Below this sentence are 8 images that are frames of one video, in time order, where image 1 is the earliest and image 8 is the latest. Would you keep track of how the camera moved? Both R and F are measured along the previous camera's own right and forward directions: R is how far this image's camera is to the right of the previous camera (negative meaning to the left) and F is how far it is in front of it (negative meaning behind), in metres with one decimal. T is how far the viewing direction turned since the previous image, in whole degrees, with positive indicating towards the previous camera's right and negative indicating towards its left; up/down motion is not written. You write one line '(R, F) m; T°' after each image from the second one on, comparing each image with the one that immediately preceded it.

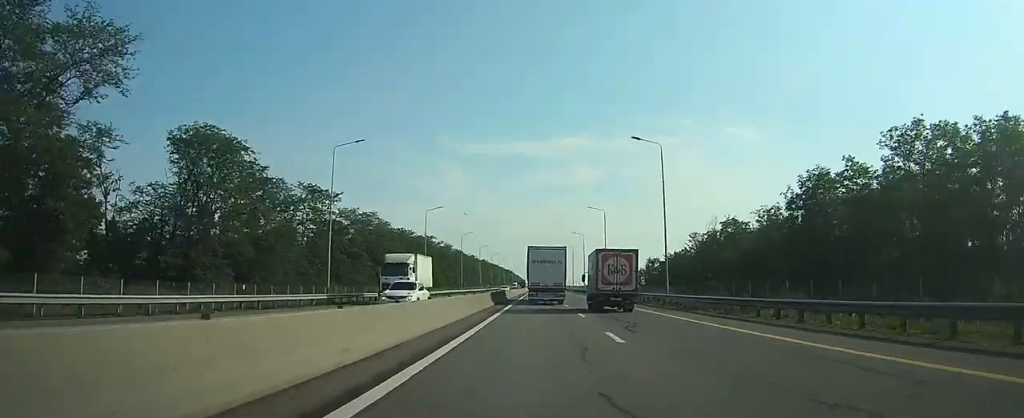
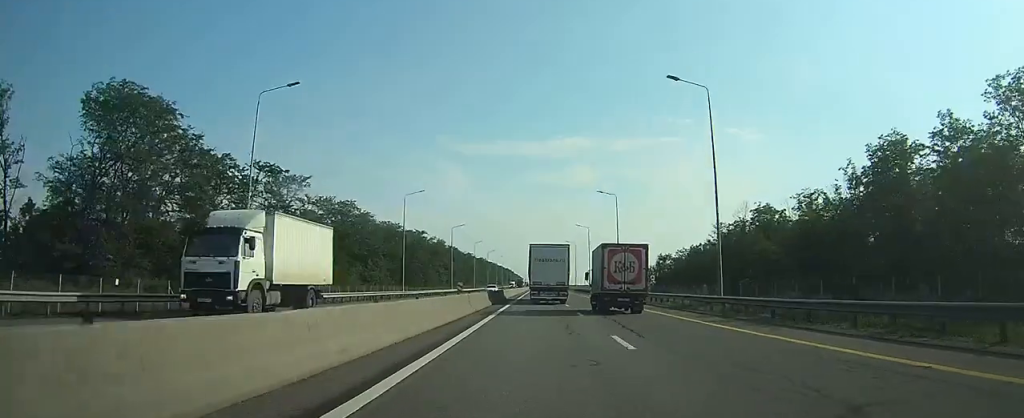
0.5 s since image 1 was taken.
(0.0, +13.6) m; 0°
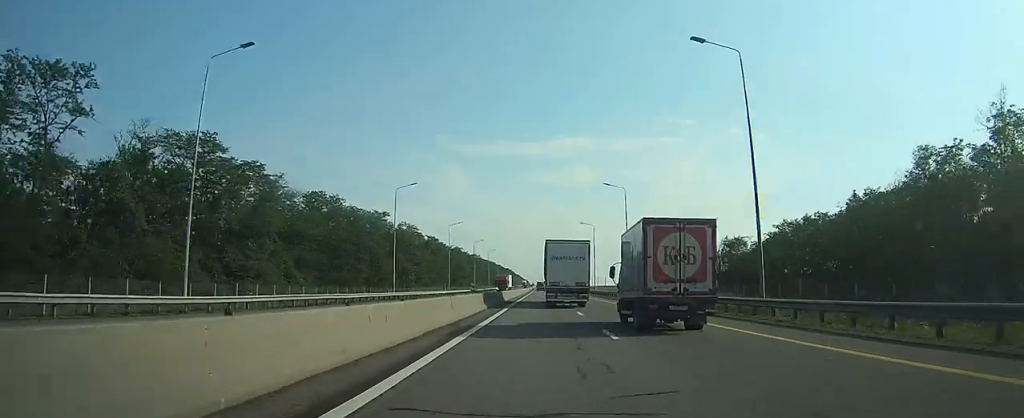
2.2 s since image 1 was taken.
(0.0, +45.5) m; 0°
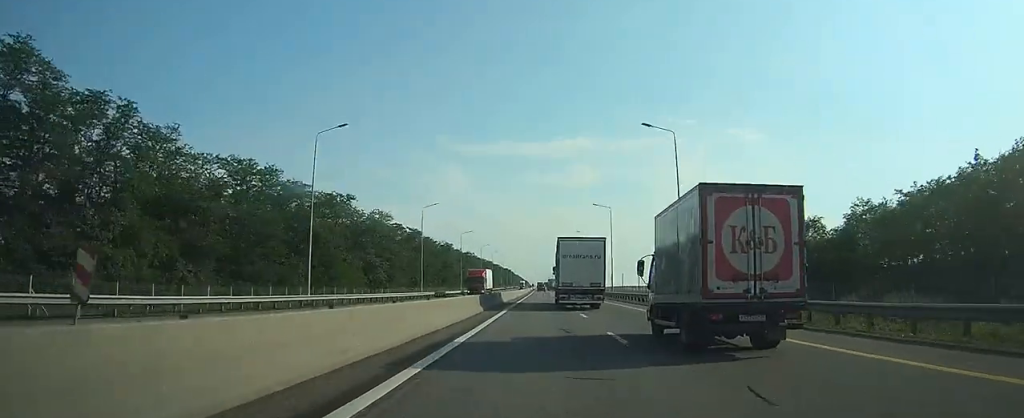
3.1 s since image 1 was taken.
(-0.1, +24.8) m; 0°
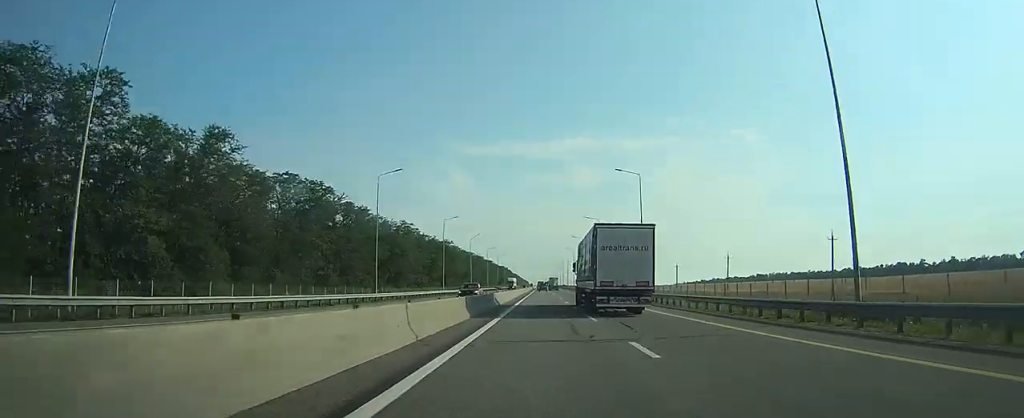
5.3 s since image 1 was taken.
(-0.2, +63.3) m; 0°
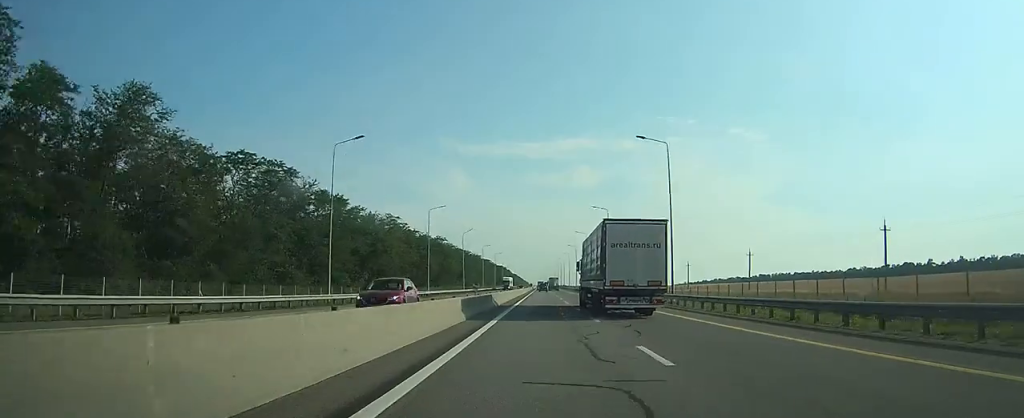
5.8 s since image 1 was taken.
(0.0, +13.2) m; 0°
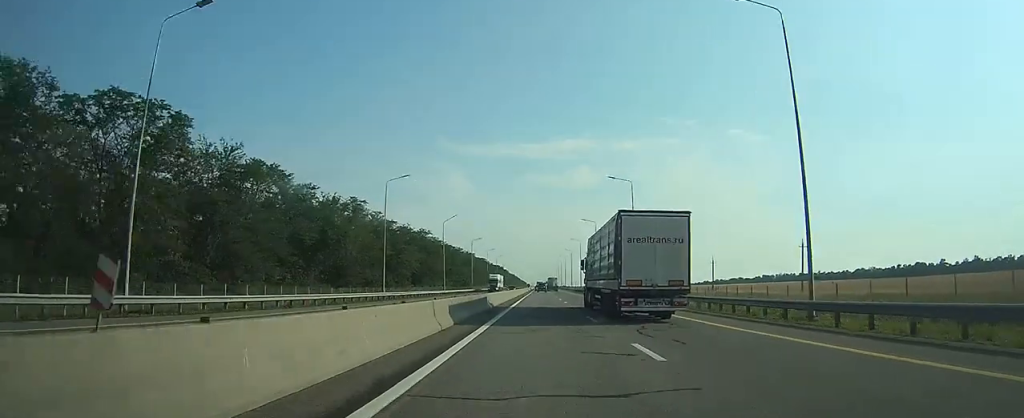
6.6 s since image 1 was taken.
(+0.1, +23.7) m; 0°
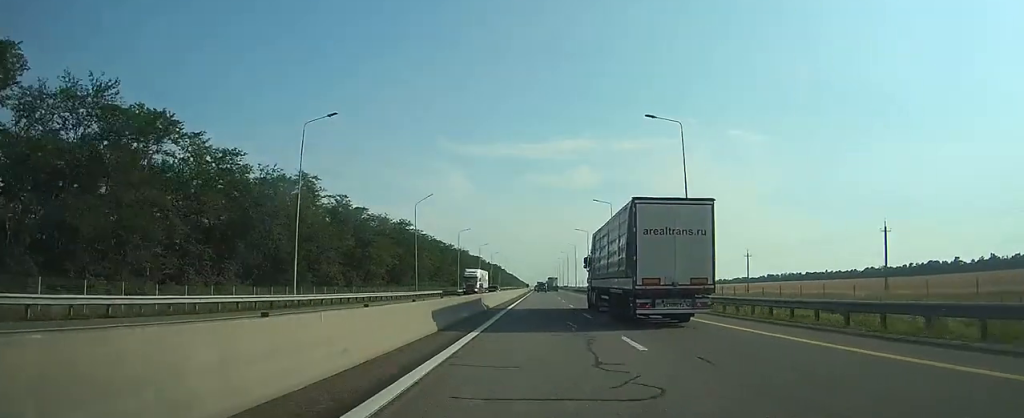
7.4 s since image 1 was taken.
(+0.1, +22.8) m; 0°
